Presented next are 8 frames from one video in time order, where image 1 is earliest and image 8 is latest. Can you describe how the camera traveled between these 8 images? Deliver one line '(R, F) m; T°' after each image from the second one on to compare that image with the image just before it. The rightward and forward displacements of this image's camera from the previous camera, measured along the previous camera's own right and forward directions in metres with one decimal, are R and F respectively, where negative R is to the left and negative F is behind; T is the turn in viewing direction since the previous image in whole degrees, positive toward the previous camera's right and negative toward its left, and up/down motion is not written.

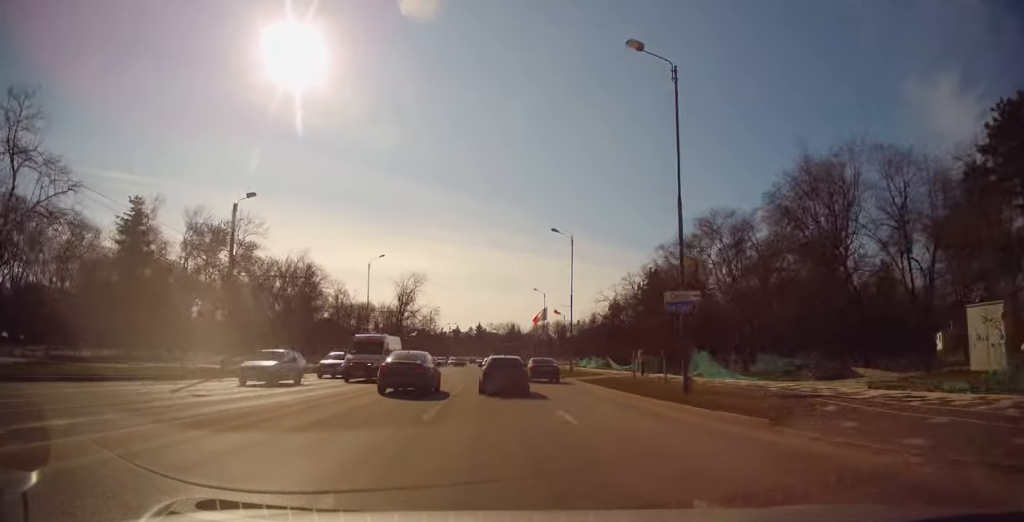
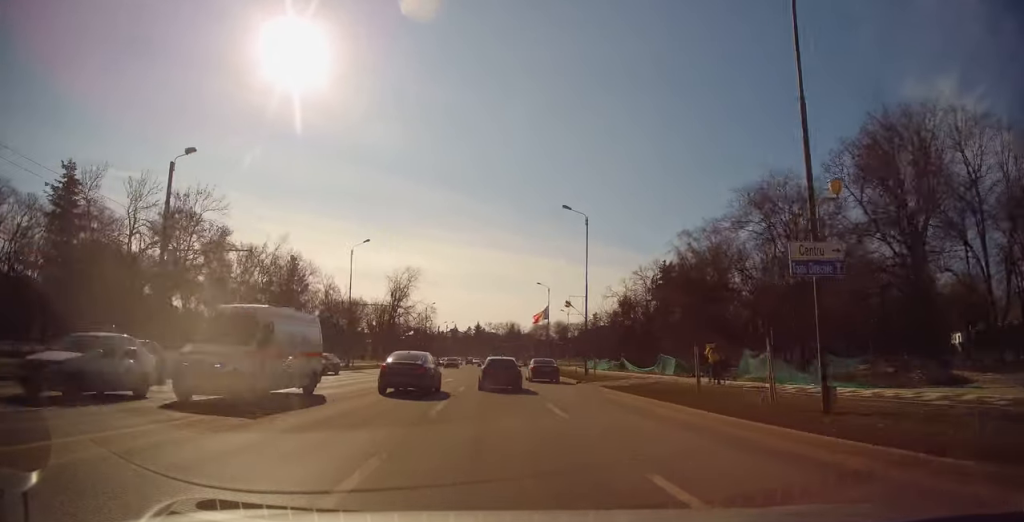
(+0.1, +7.8) m; +1°
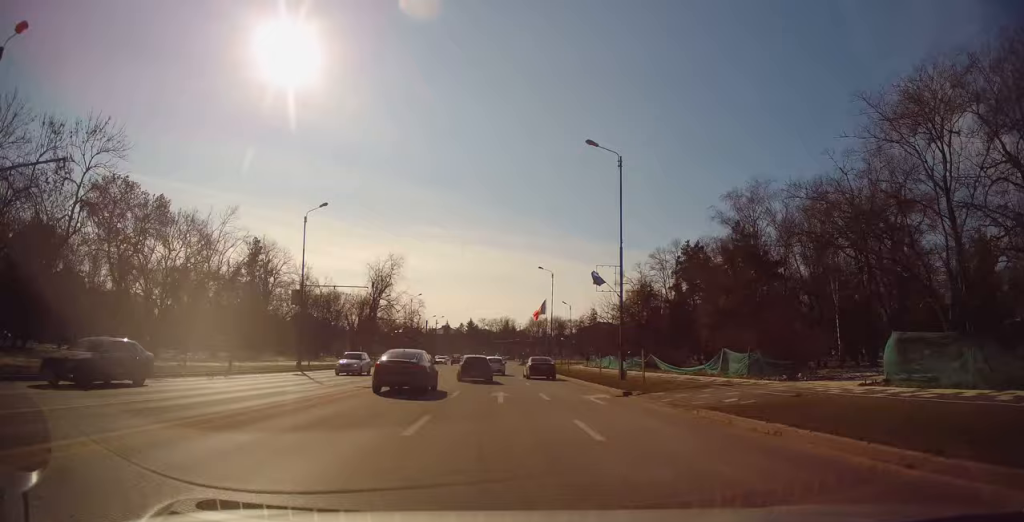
(+0.2, +12.3) m; +1°
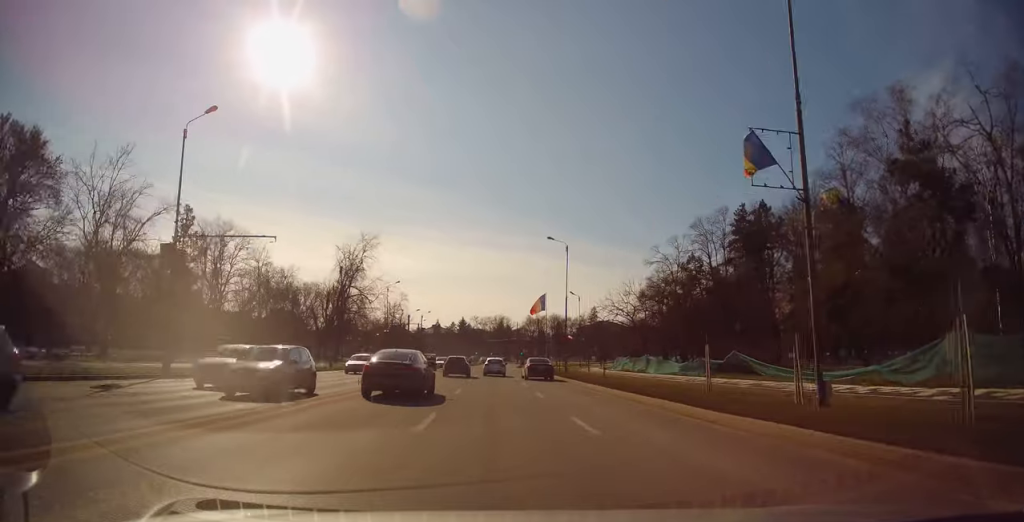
(+0.1, +17.2) m; 0°
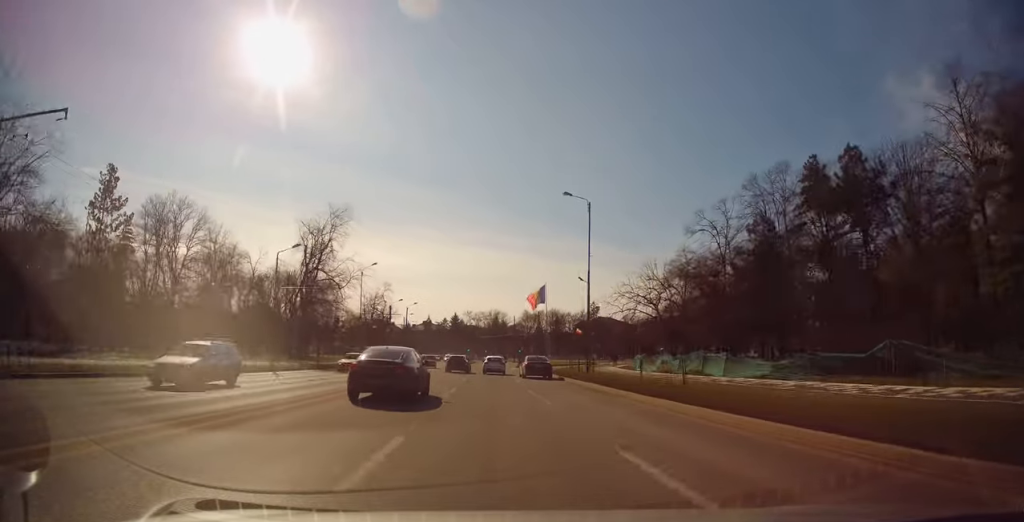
(0.0, +13.2) m; 0°
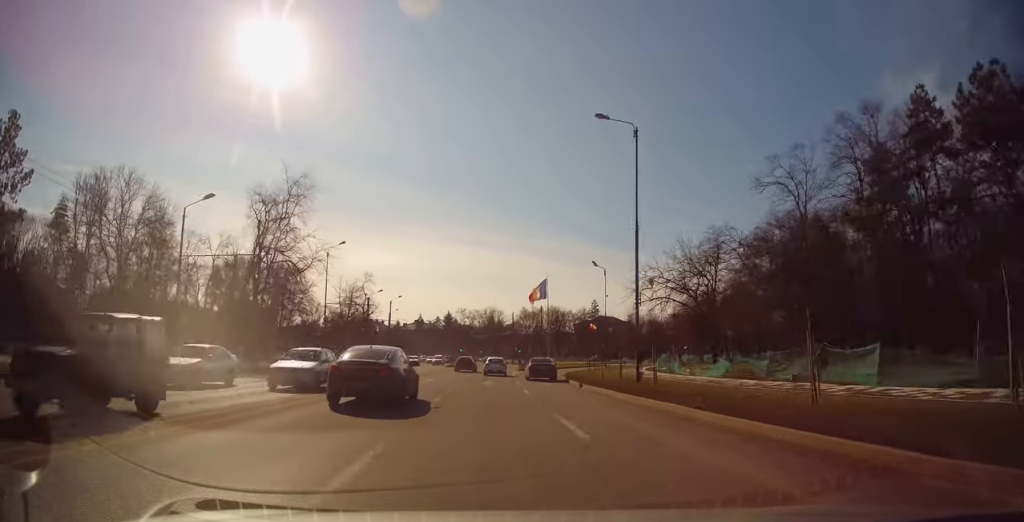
(+0.1, +13.5) m; 0°
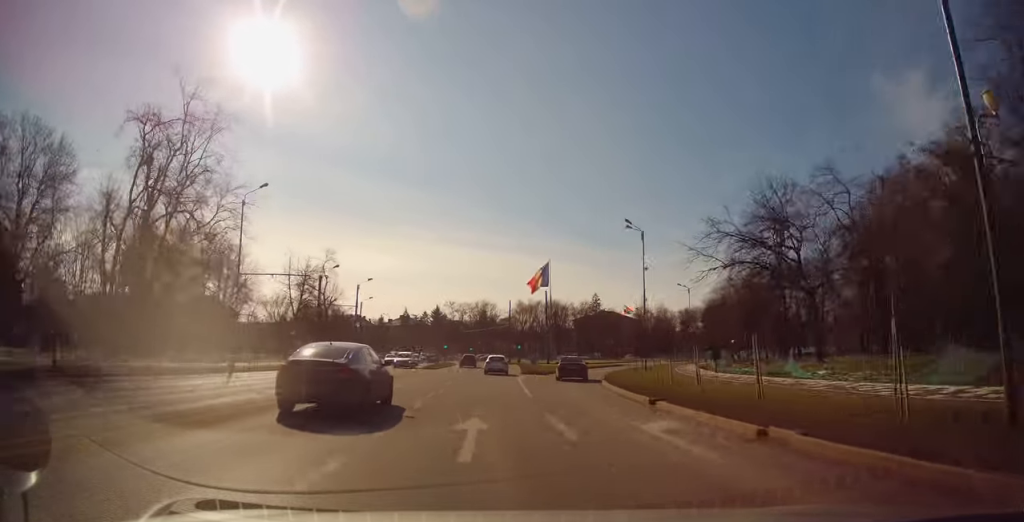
(0.0, +18.5) m; 0°
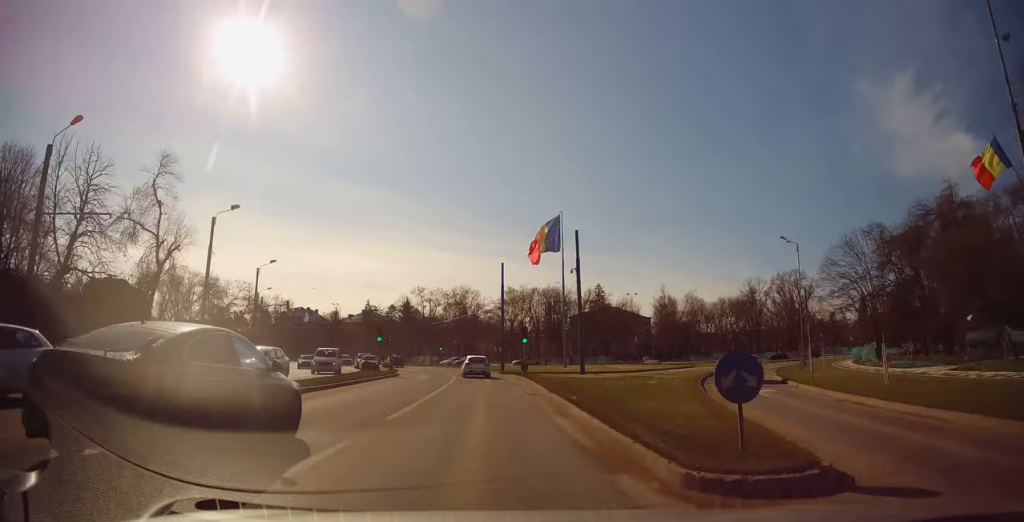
(+0.7, +36.6) m; +2°
